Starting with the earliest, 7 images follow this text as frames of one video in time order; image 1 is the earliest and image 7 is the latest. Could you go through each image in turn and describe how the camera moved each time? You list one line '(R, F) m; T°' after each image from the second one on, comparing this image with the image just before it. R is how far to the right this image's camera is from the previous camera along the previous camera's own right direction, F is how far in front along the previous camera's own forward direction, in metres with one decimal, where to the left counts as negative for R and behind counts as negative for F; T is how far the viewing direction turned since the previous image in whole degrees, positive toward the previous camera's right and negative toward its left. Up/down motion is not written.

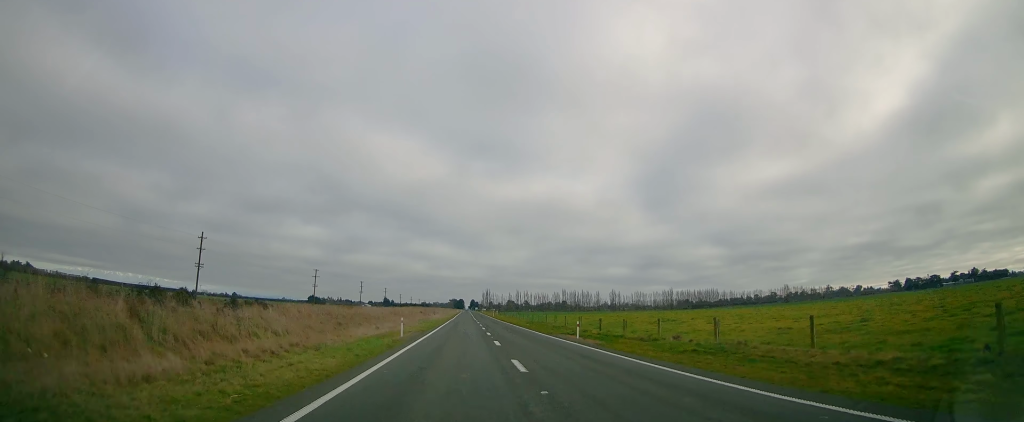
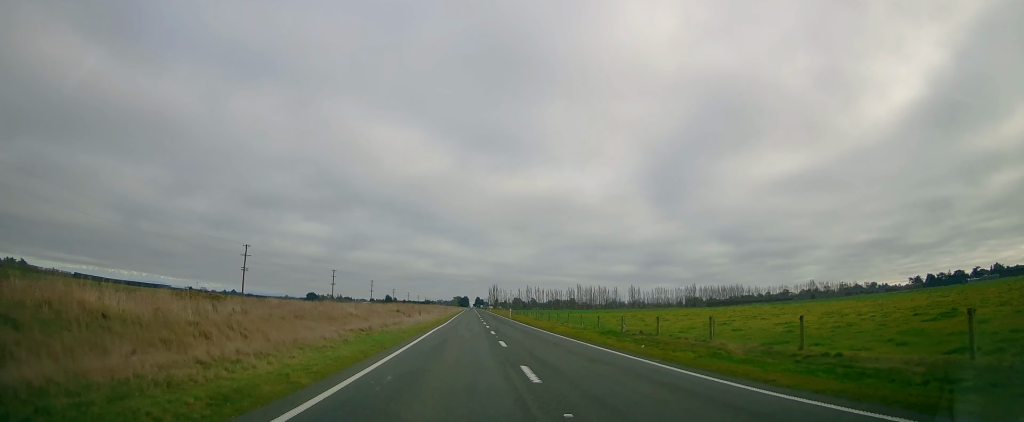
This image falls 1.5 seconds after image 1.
(-0.9, +42.2) m; -1°
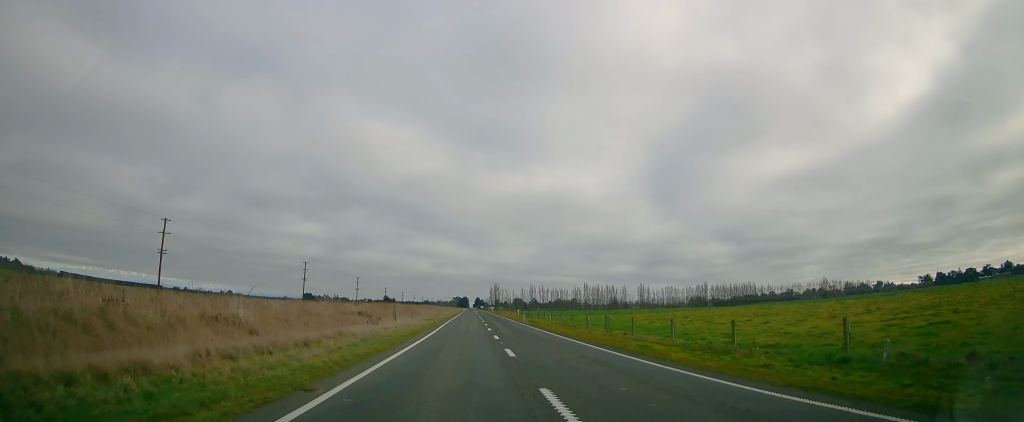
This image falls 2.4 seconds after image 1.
(+0.3, +23.6) m; +1°
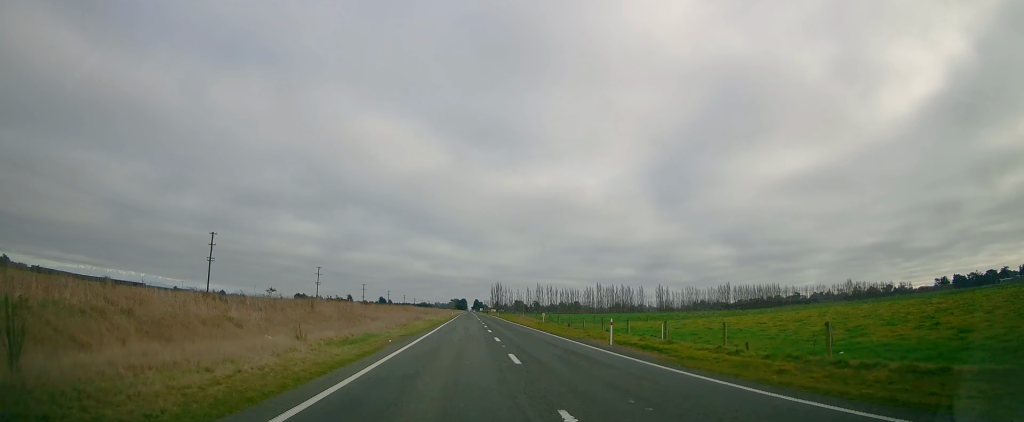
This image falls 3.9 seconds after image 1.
(+0.1, +41.7) m; 0°
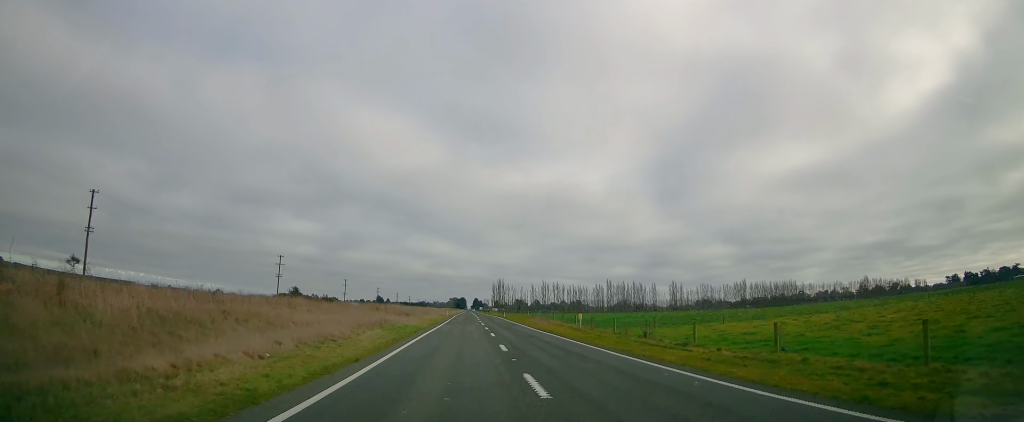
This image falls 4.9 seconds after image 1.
(+0.1, +25.5) m; -1°
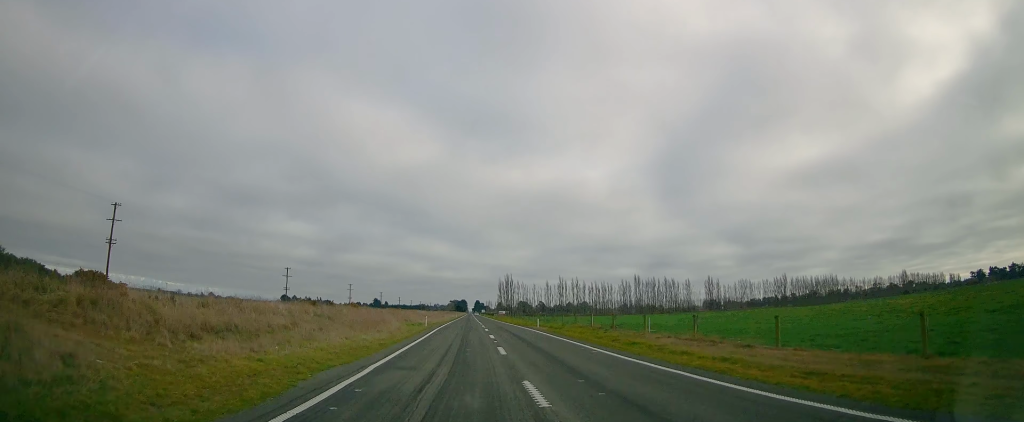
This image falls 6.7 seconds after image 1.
(-0.4, +50.5) m; 0°
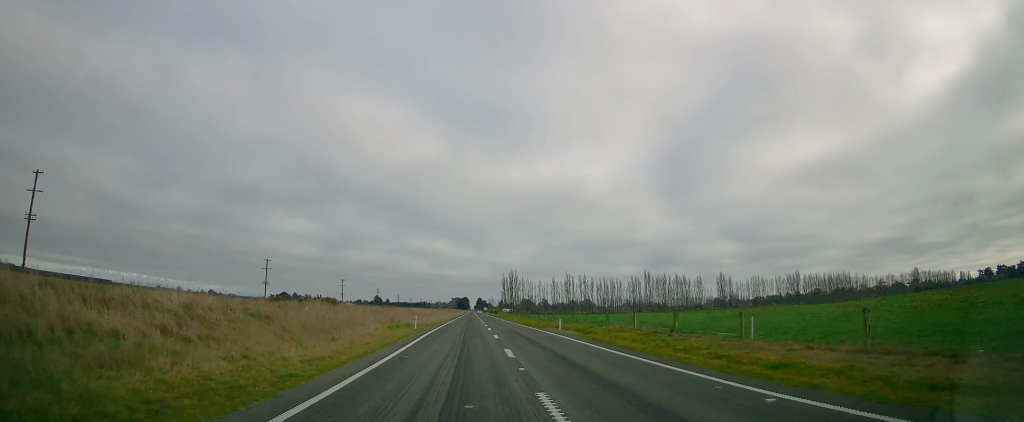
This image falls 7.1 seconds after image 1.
(+0.2, +11.9) m; 0°
